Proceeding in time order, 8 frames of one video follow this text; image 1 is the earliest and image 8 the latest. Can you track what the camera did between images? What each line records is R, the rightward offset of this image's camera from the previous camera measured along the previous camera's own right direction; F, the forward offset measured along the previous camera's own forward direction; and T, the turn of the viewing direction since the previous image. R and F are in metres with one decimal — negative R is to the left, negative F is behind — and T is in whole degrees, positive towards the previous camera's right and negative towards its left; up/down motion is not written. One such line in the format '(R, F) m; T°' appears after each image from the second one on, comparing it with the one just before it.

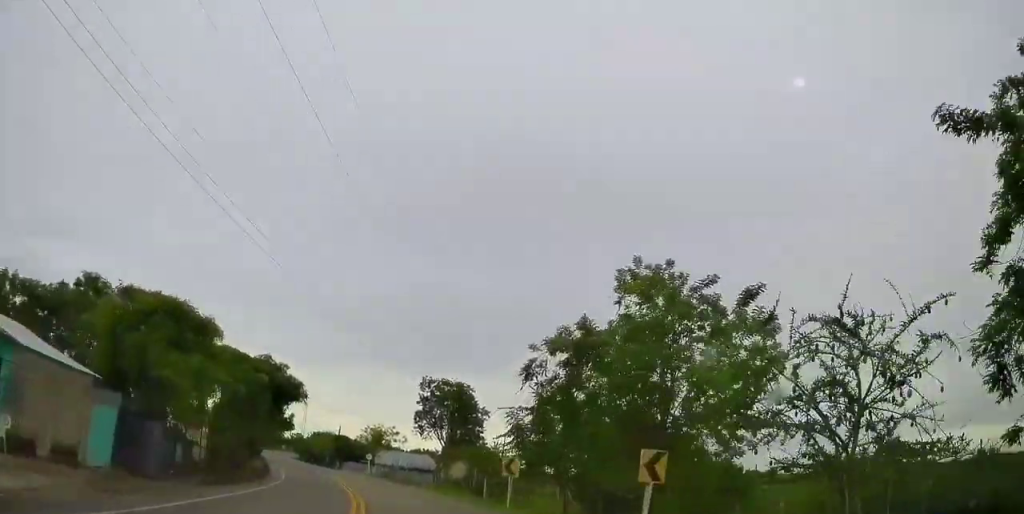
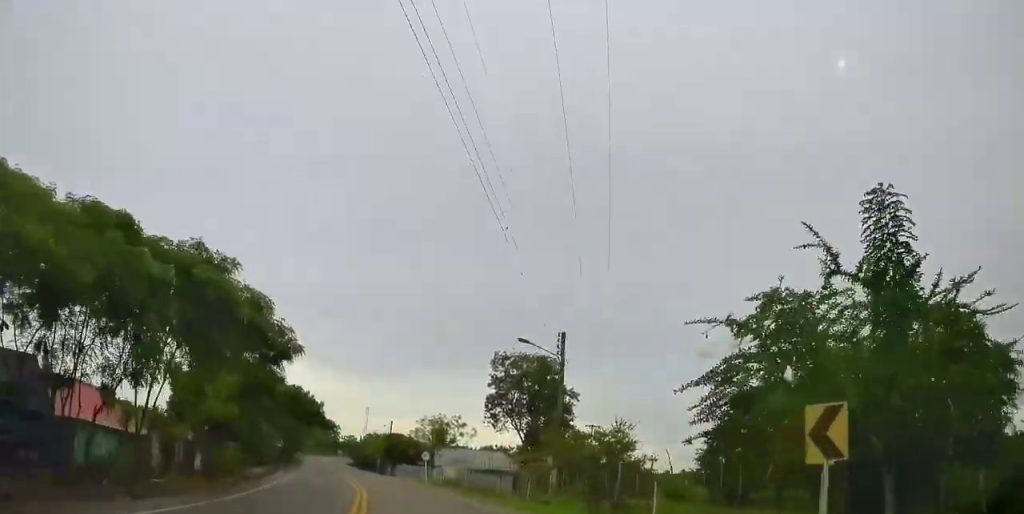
(-0.2, +17.3) m; -3°
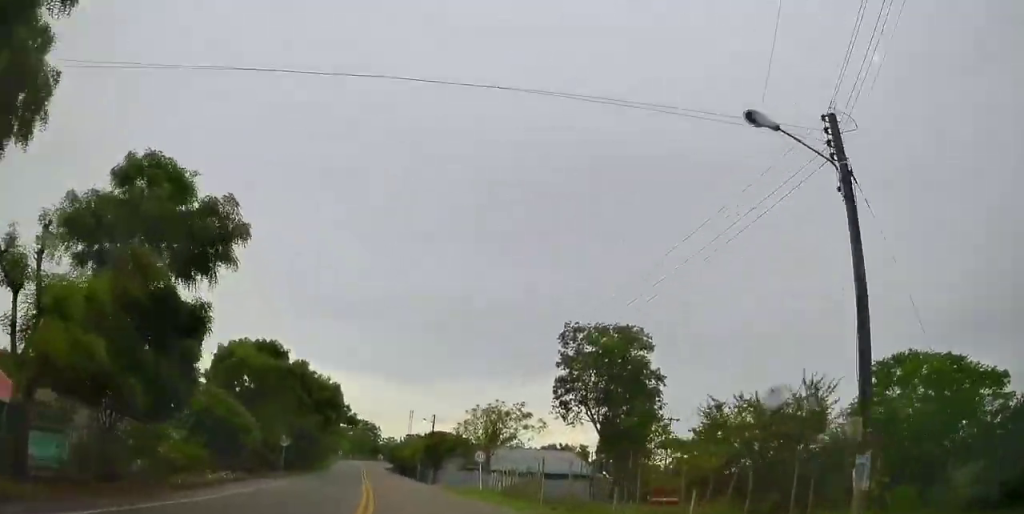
(-0.4, +12.9) m; -4°
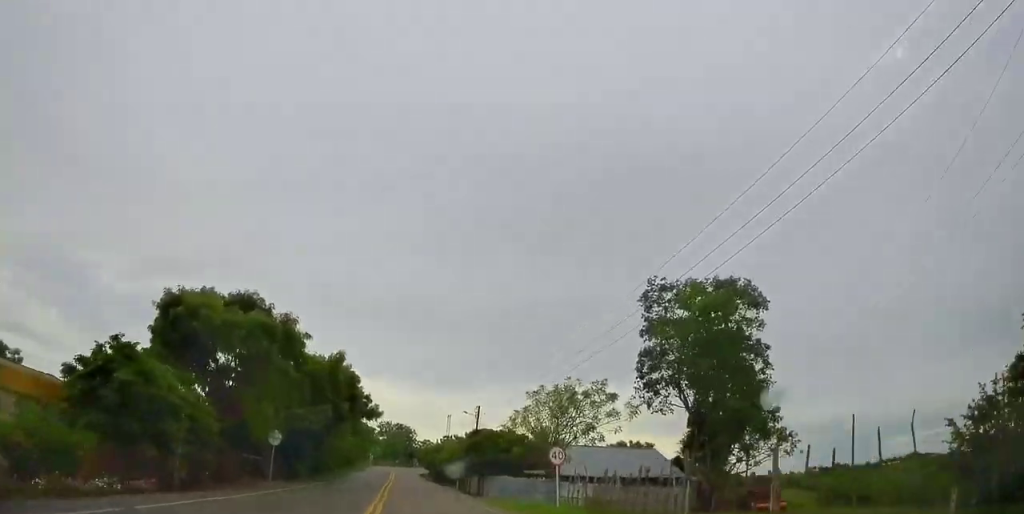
(-0.2, +11.7) m; -4°
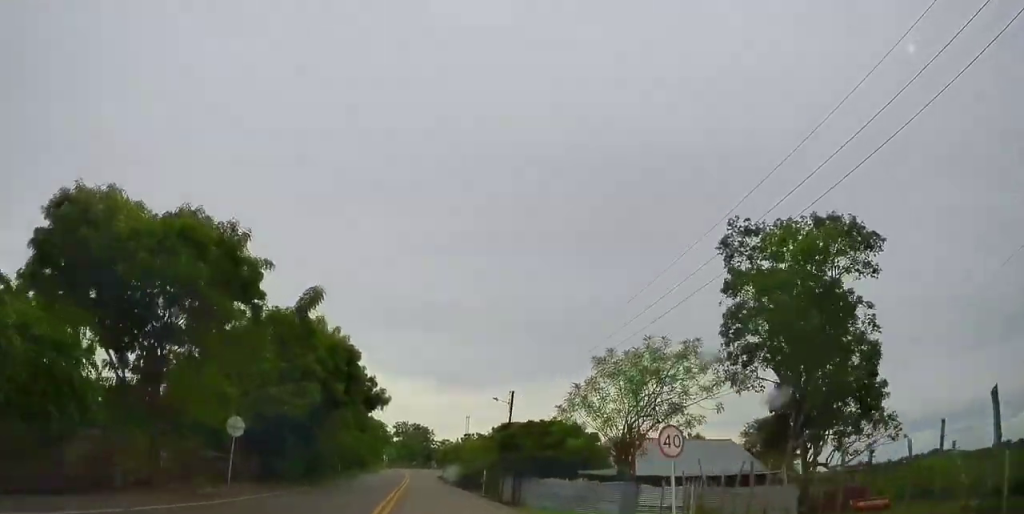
(-0.3, +8.6) m; -4°
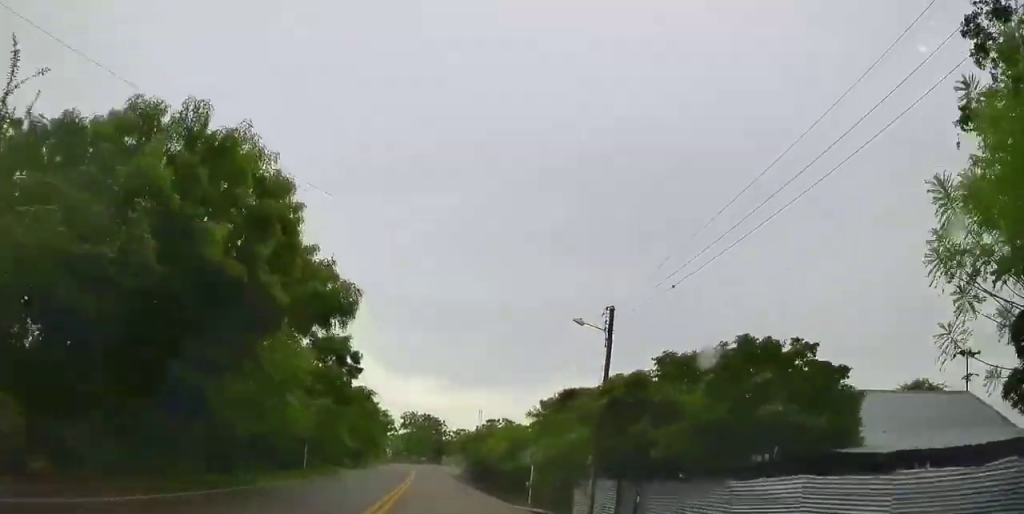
(-1.2, +16.8) m; -6°
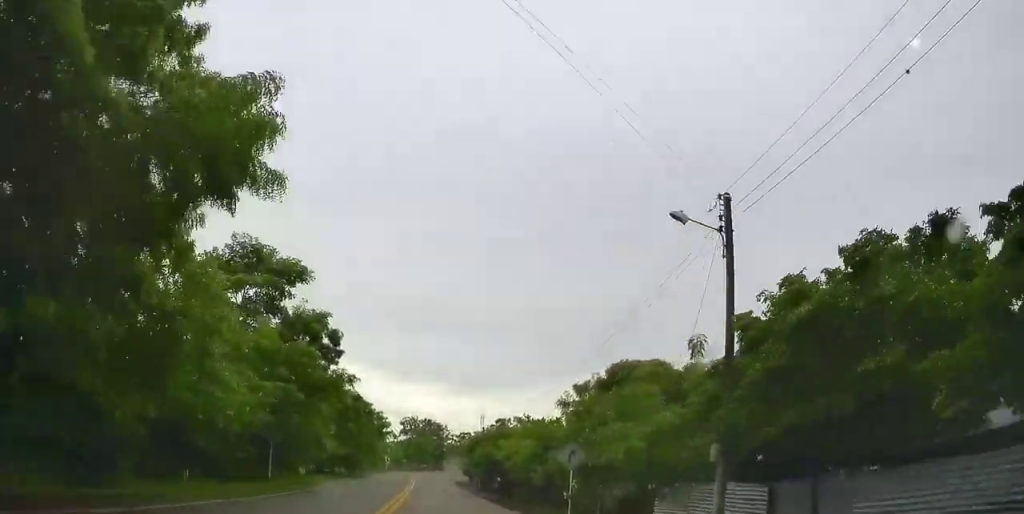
(-0.2, +7.7) m; -1°
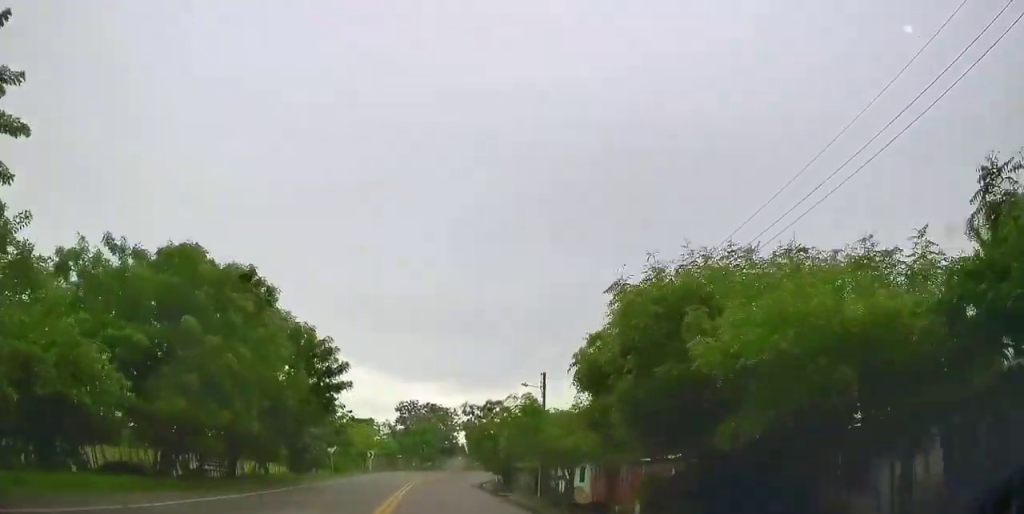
(-0.7, +30.7) m; -3°
